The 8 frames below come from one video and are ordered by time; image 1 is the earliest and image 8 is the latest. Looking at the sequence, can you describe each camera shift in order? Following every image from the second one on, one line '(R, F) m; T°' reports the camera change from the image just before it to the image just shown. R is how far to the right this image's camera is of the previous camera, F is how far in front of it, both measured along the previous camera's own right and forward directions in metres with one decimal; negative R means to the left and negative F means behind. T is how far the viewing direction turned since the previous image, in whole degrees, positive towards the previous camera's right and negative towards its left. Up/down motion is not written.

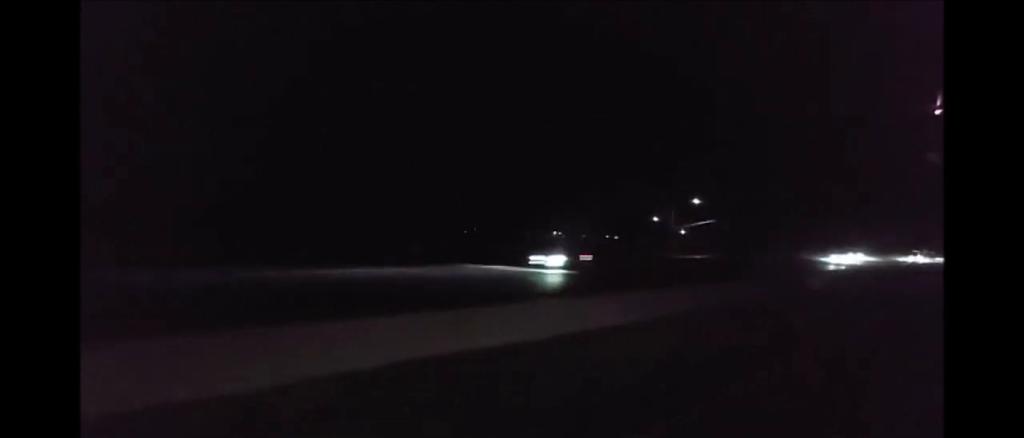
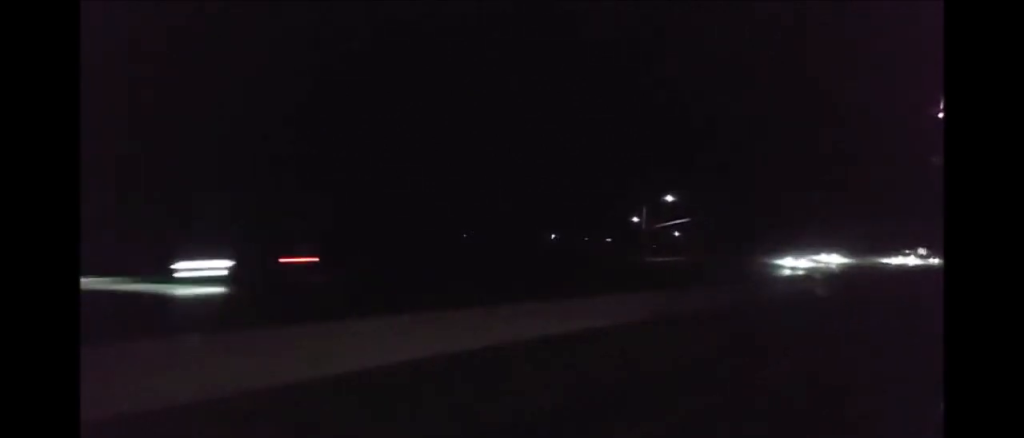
(-0.1, +15.2) m; 0°
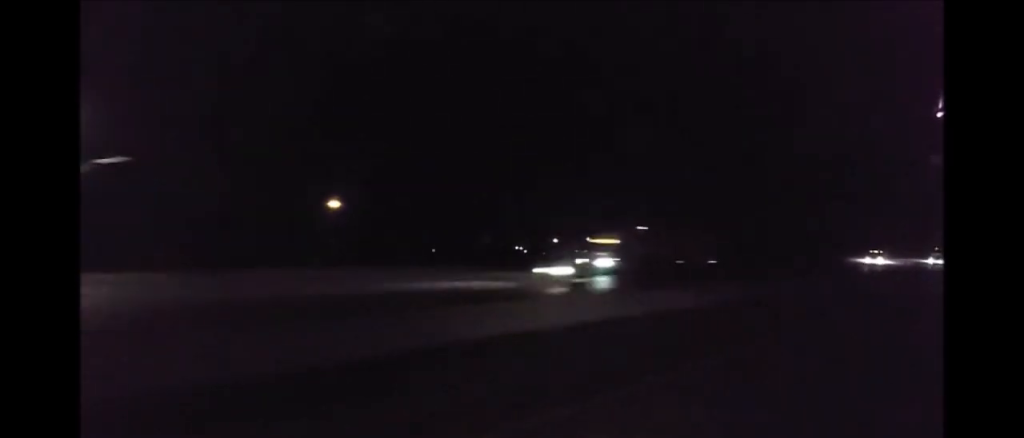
(-1.3, +93.5) m; -2°
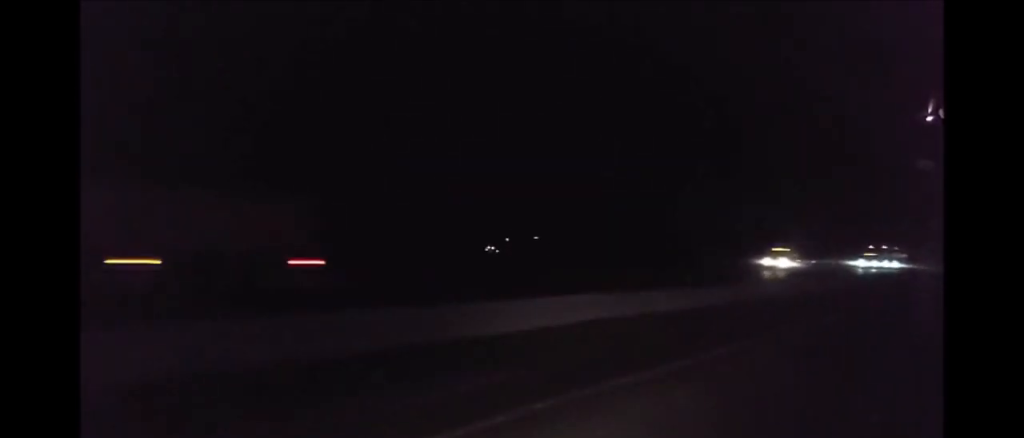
(-0.2, +29.2) m; +1°
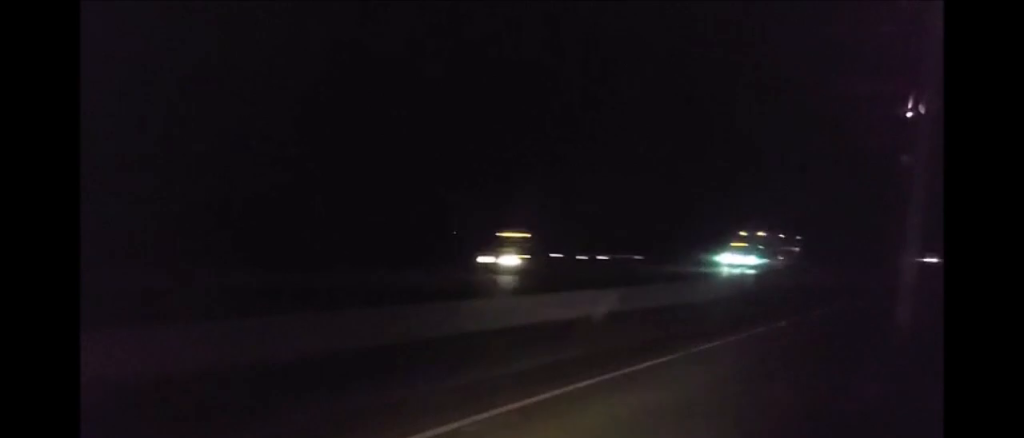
(+0.7, +31.1) m; +2°
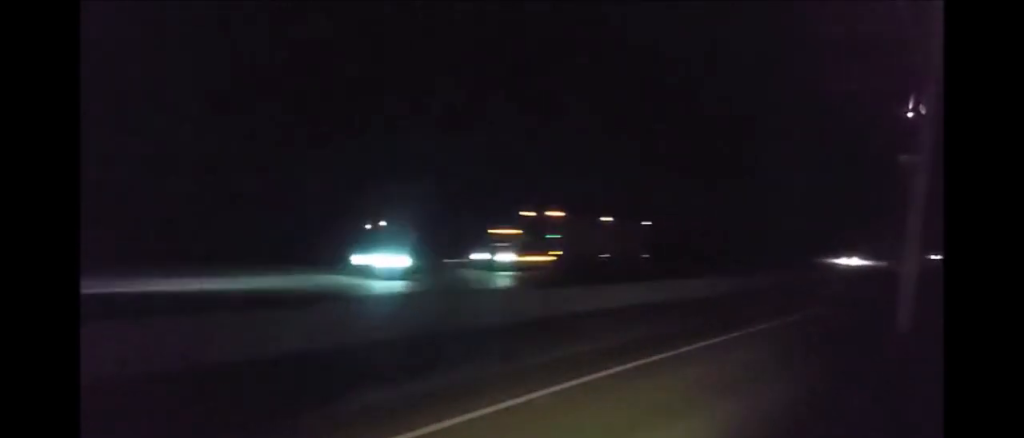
(+0.4, +26.9) m; +2°
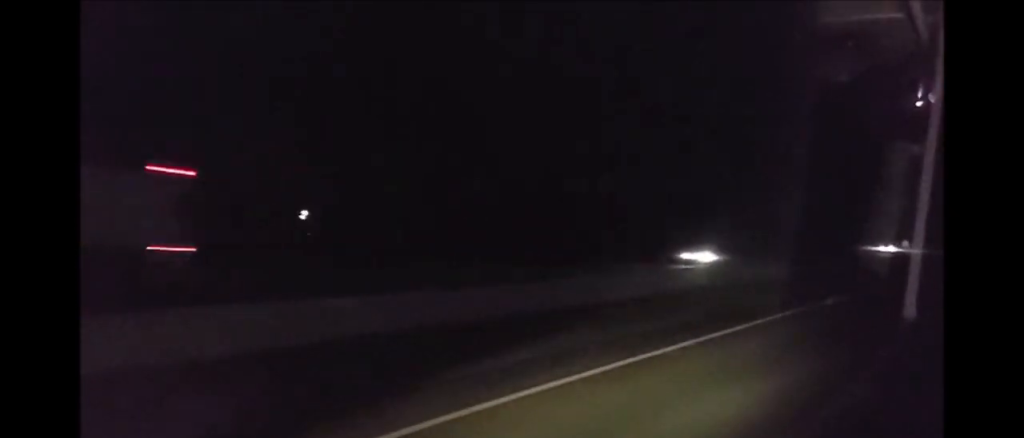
(+0.4, +27.0) m; +1°
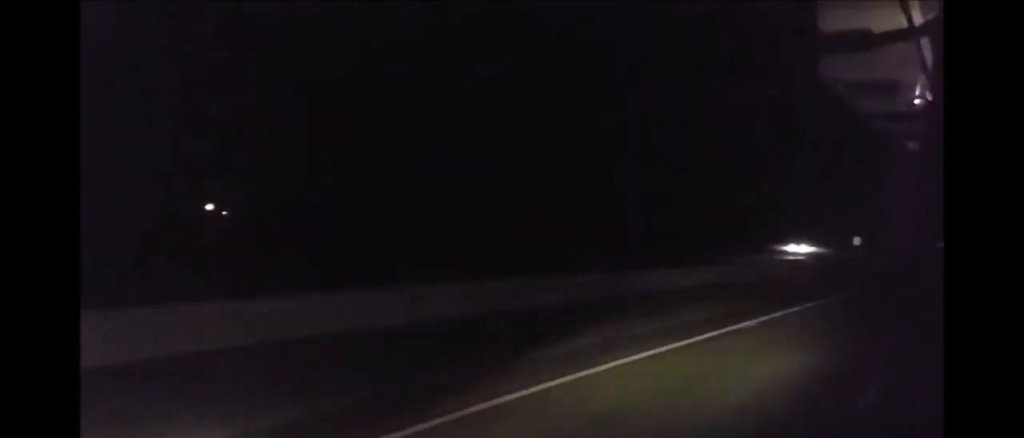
(+0.3, +22.7) m; 0°
